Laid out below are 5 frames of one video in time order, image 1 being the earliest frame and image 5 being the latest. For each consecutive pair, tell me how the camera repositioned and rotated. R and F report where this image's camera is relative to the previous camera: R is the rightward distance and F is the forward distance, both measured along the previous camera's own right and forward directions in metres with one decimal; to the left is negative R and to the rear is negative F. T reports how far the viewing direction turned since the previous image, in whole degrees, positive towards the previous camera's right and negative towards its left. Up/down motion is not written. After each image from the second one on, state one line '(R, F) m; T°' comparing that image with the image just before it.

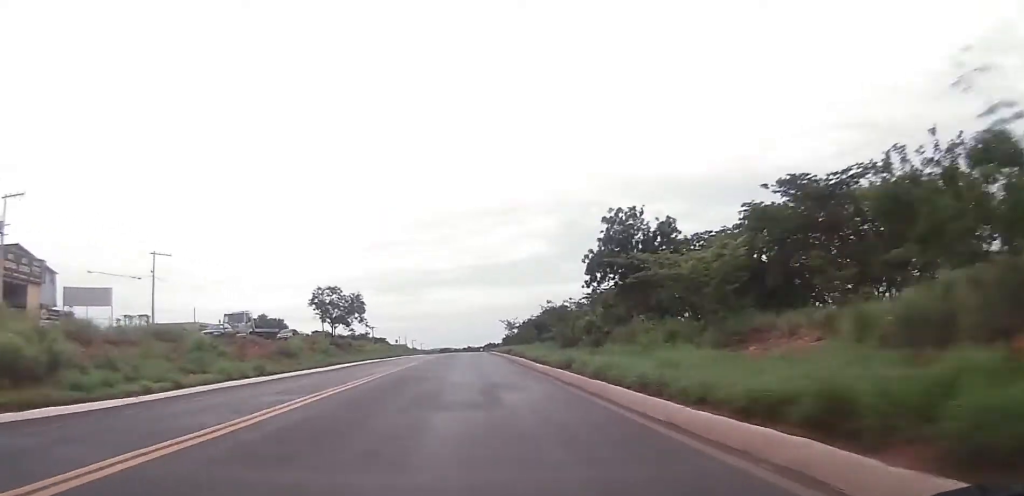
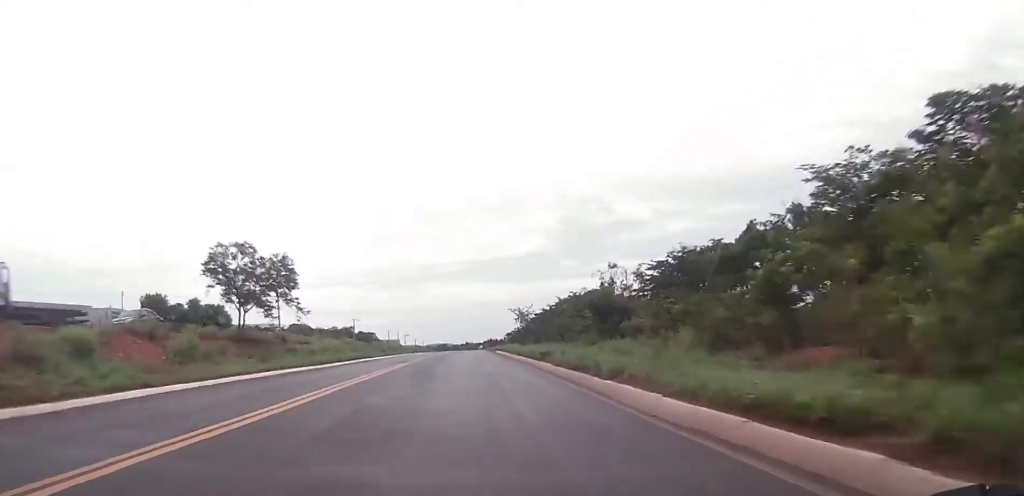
(+0.3, +32.7) m; +1°
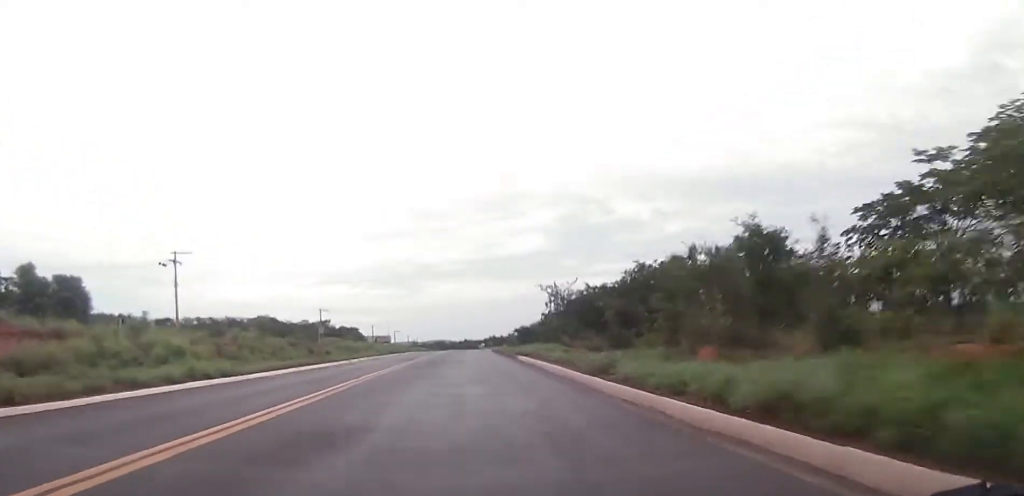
(0.0, +40.2) m; 0°
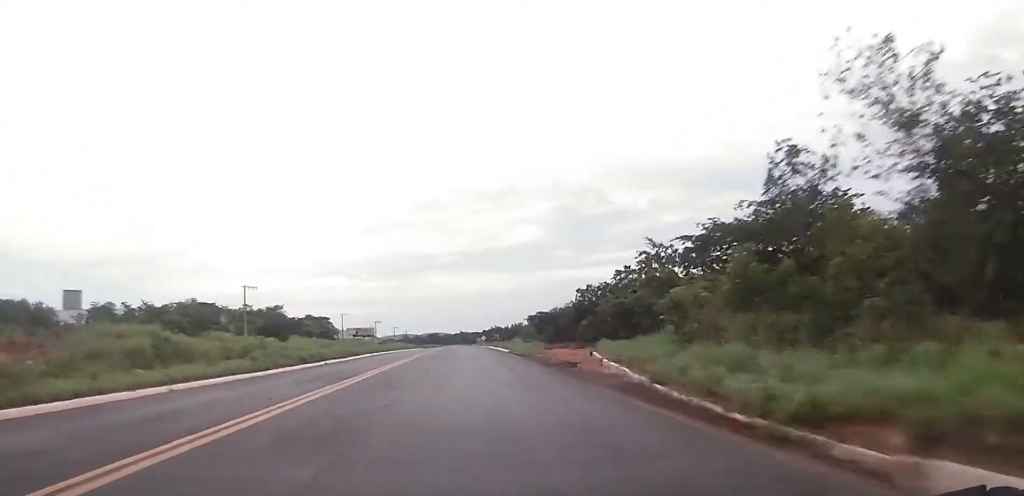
(-0.1, +47.4) m; -1°
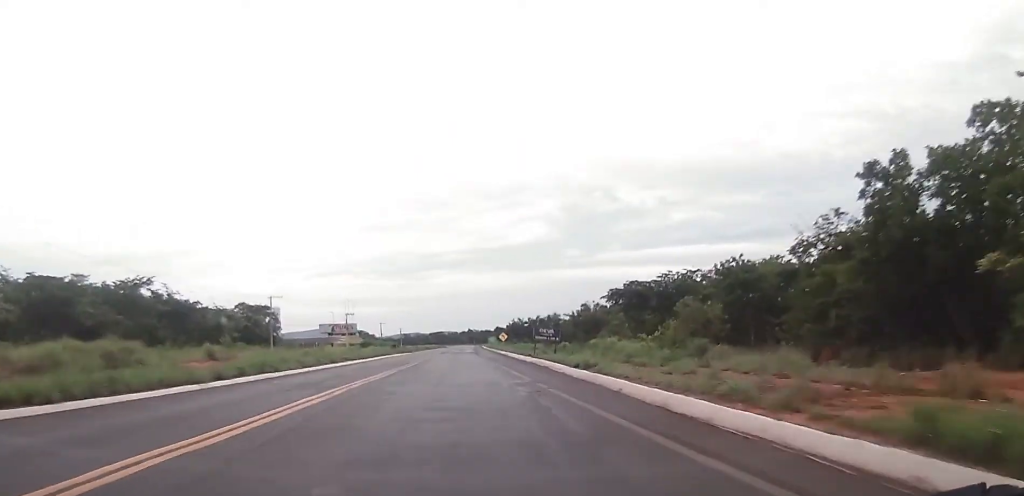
(+0.4, +67.0) m; +1°
